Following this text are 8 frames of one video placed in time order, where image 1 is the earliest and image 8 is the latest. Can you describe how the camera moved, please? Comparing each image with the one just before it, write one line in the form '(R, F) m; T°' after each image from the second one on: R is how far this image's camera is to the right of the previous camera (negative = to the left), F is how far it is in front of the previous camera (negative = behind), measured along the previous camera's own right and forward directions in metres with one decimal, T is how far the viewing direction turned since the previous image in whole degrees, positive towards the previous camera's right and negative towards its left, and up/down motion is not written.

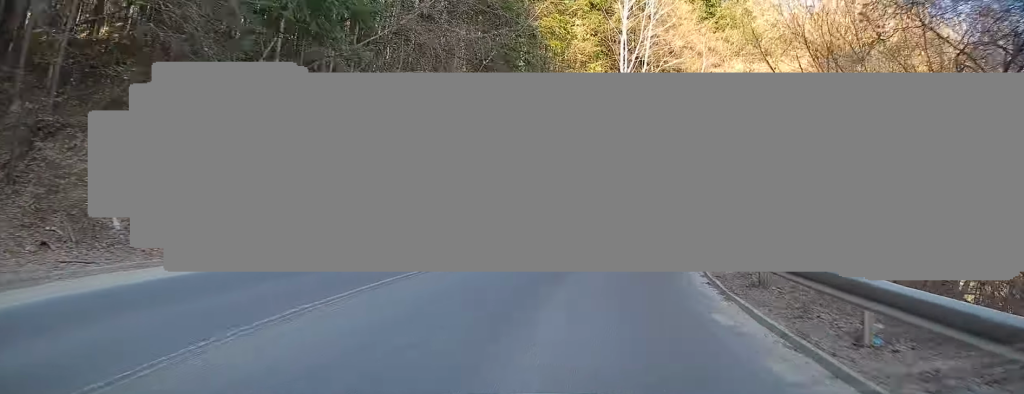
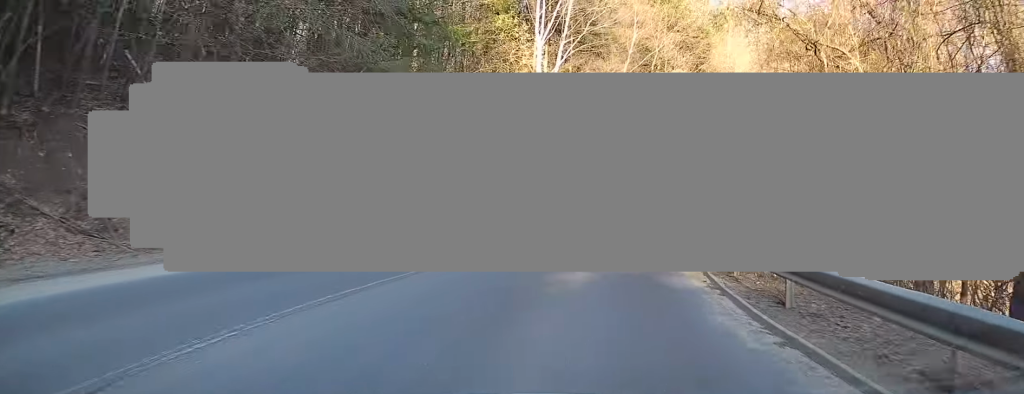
(+0.3, +10.0) m; +9°
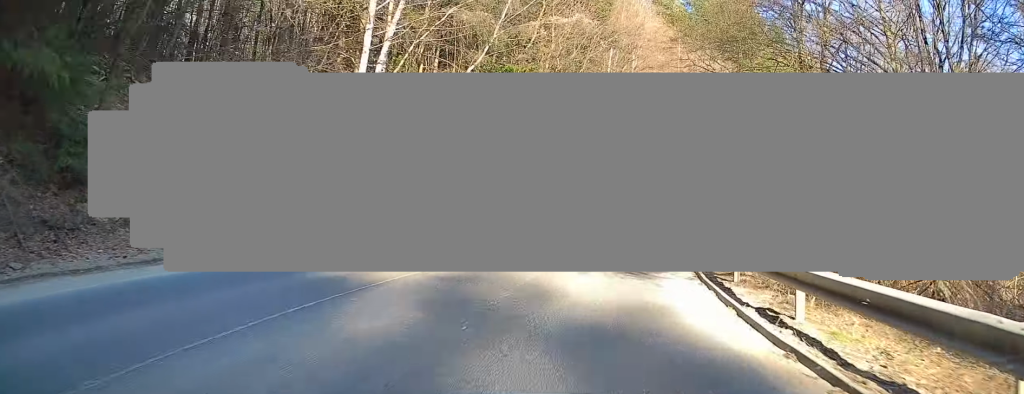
(+1.5, +13.1) m; +12°
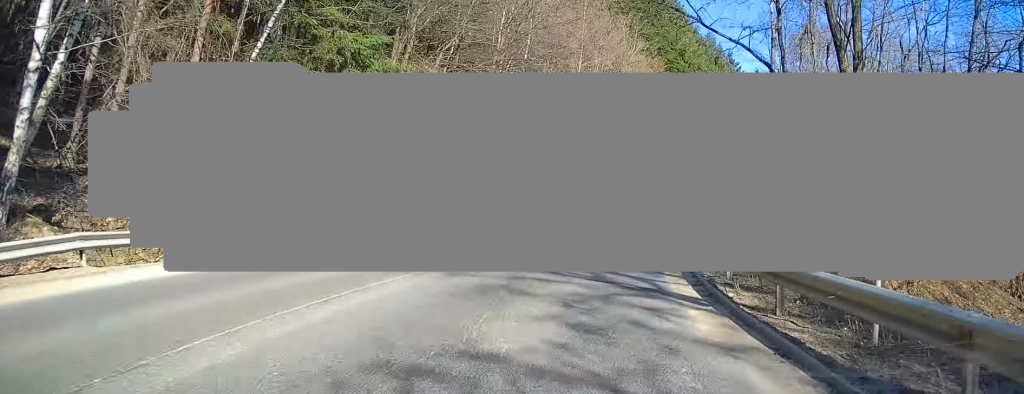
(+1.1, +11.9) m; +9°
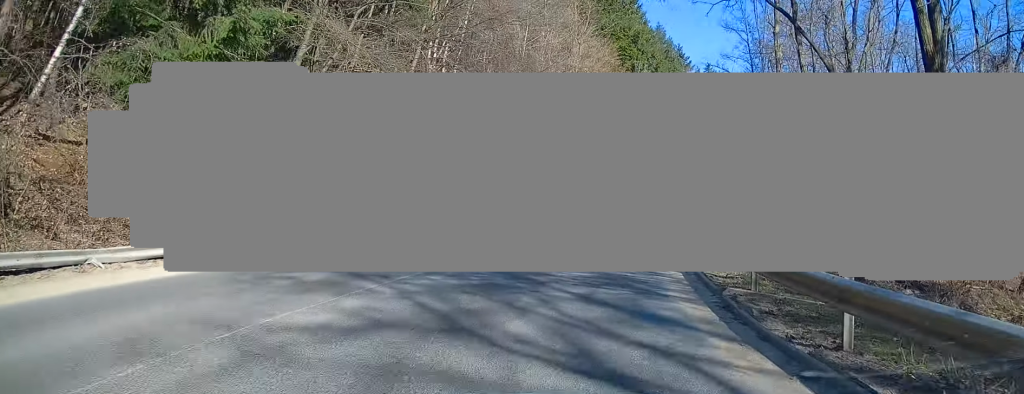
(+0.3, +6.2) m; +5°
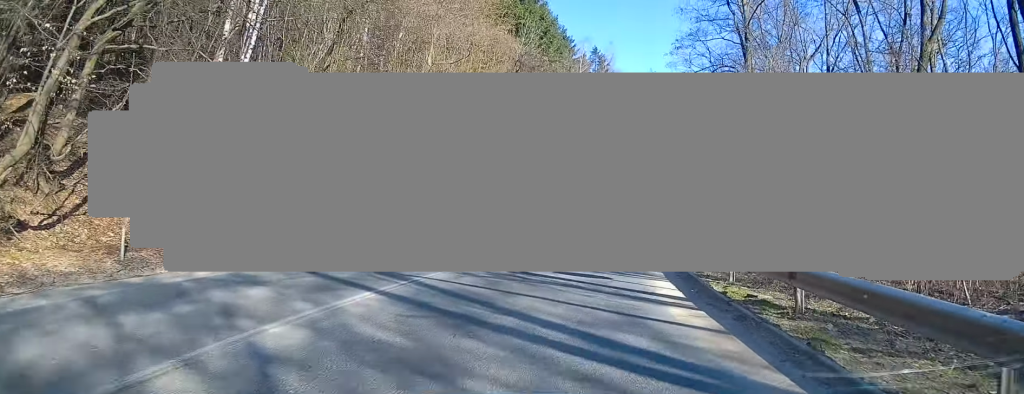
(+1.4, +14.5) m; +10°
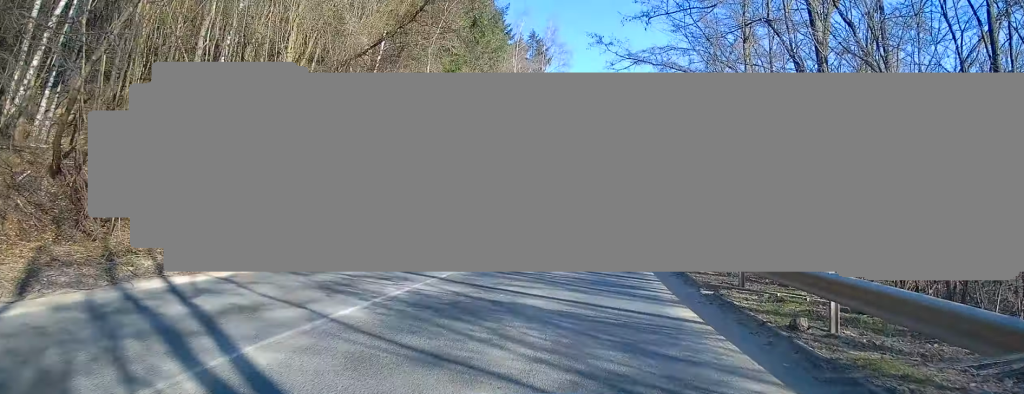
(+0.3, +9.5) m; +6°
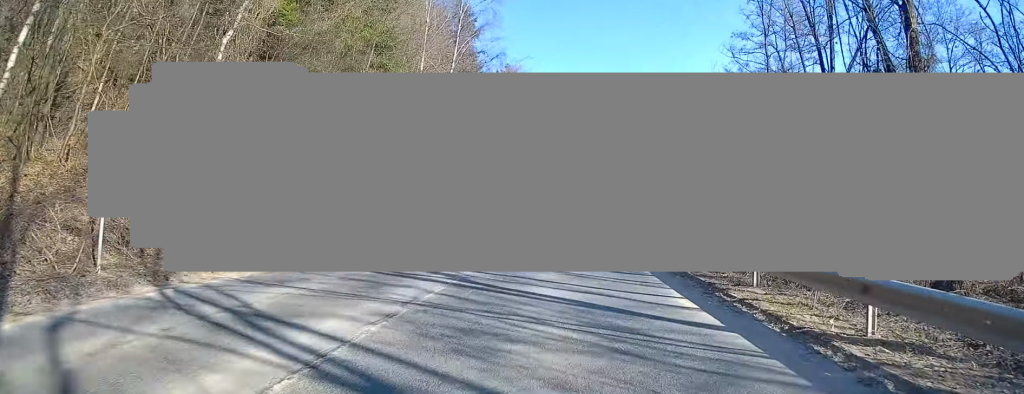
(+1.6, +17.1) m; +8°
